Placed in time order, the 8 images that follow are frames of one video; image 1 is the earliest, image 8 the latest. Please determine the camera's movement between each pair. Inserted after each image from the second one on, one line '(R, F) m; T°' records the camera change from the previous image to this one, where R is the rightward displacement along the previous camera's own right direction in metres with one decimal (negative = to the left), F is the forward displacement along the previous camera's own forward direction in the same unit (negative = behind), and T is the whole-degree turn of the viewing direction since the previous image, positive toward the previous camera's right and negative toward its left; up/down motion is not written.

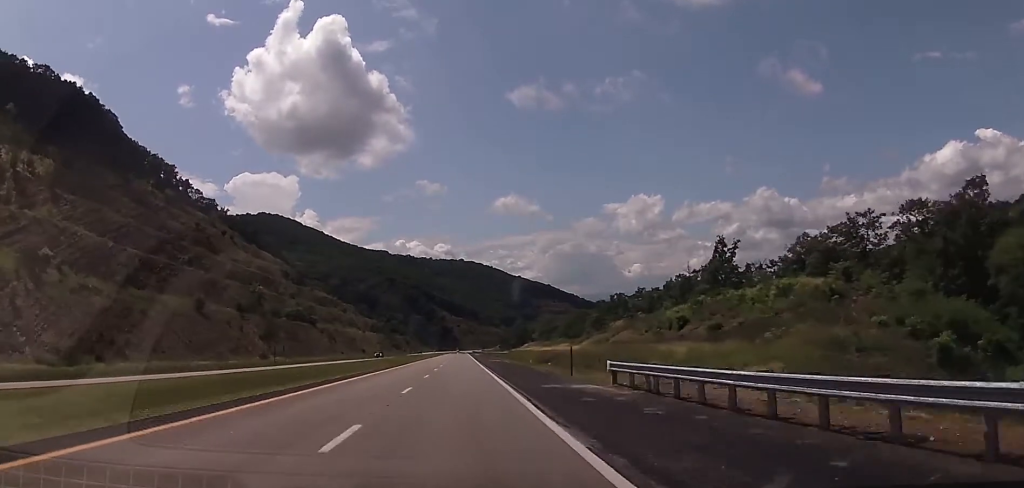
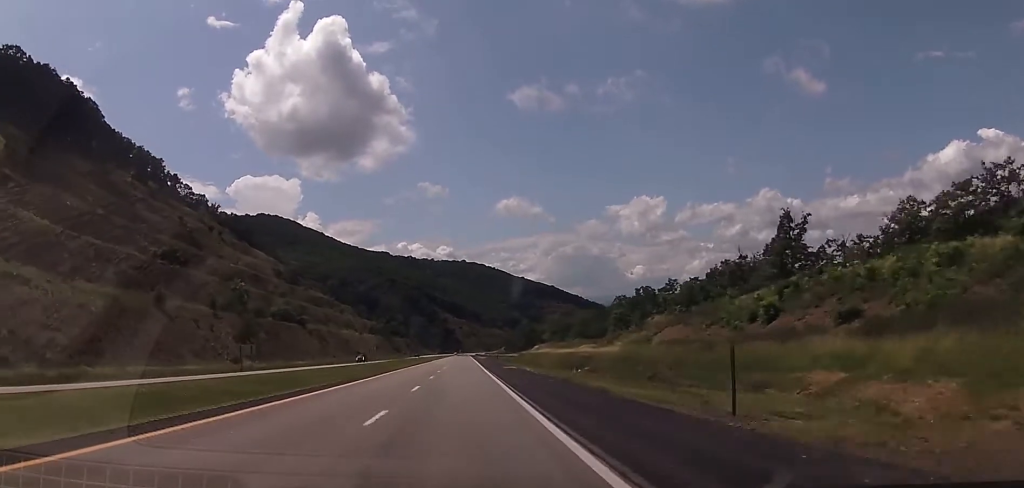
(-0.1, +21.0) m; 0°
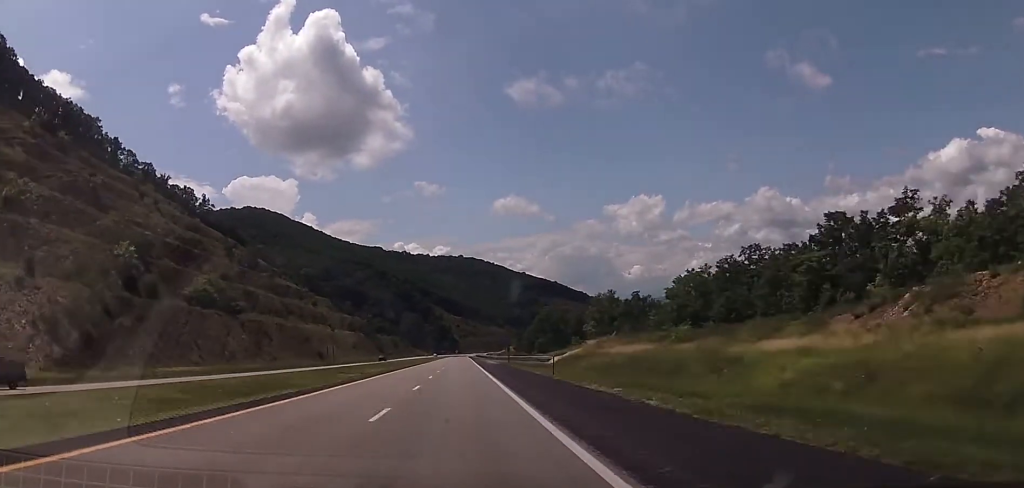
(-0.3, +73.1) m; 0°
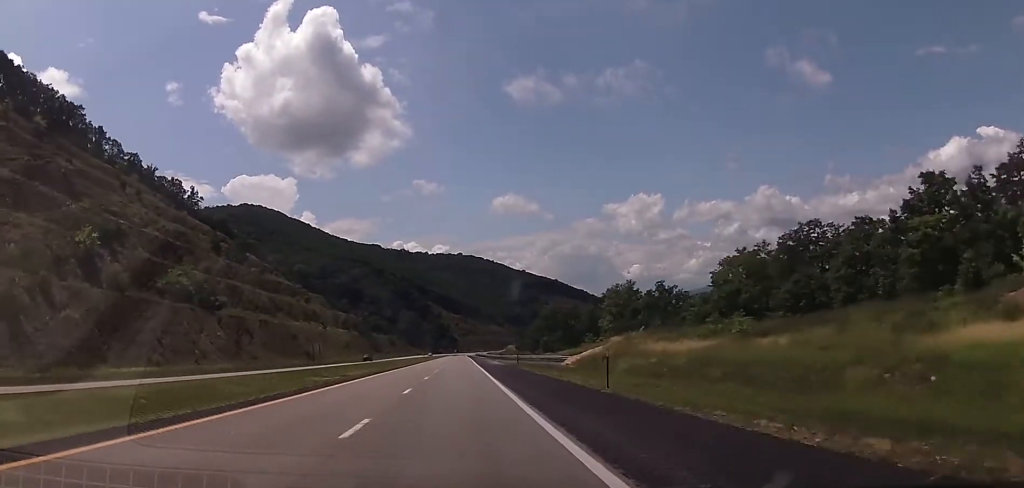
(0.0, +15.5) m; 0°
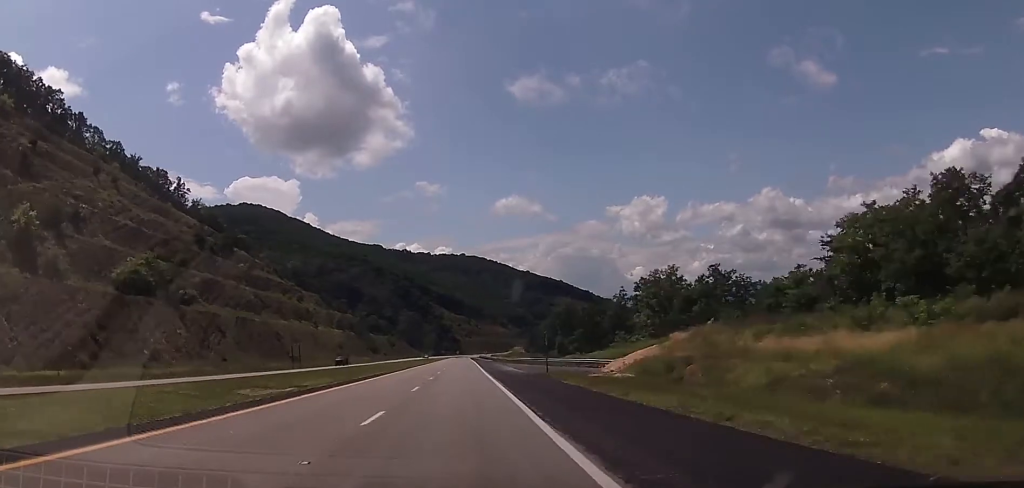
(-0.2, +22.2) m; 0°
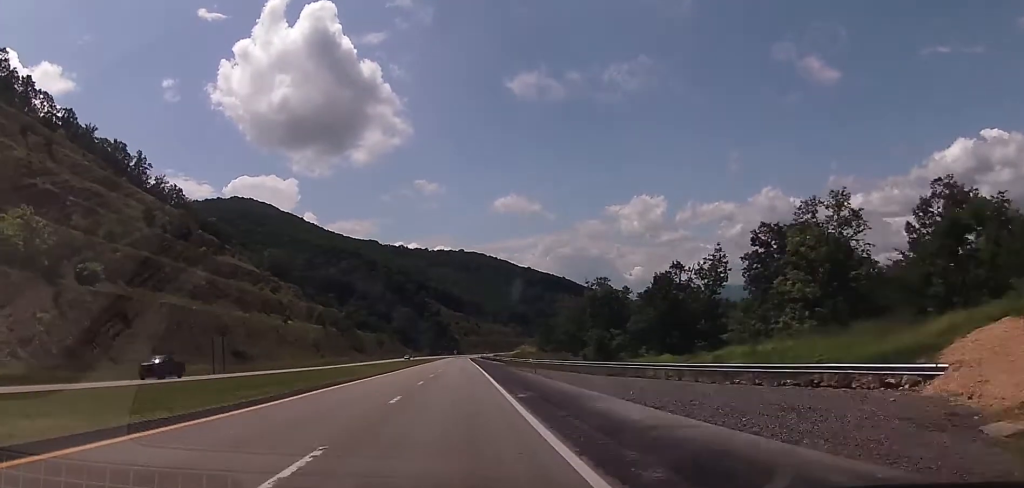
(+0.2, +42.3) m; 0°
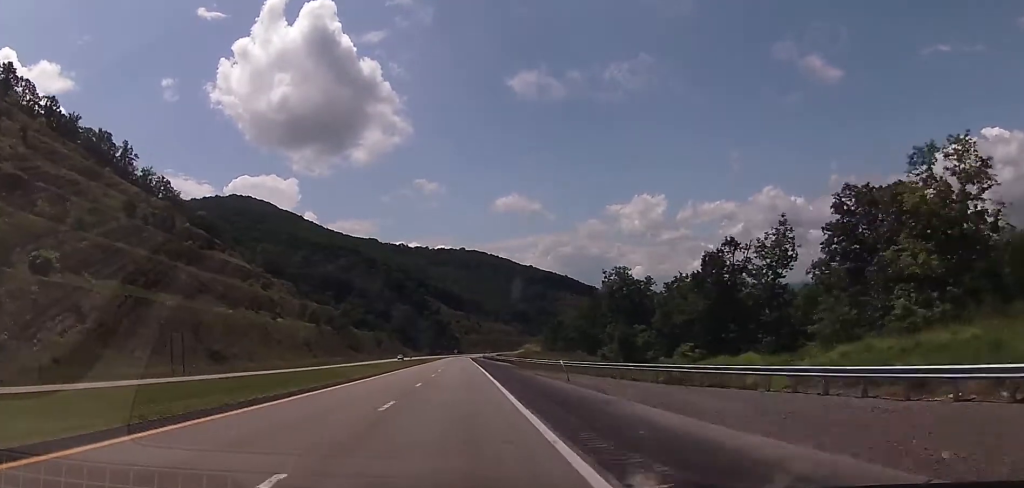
(-0.1, +14.5) m; 0°
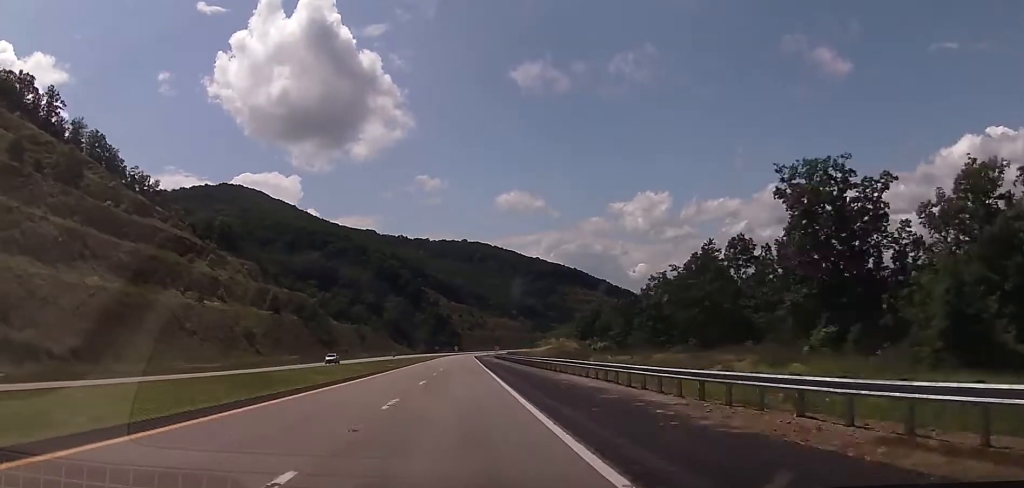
(-0.2, +61.5) m; 0°
